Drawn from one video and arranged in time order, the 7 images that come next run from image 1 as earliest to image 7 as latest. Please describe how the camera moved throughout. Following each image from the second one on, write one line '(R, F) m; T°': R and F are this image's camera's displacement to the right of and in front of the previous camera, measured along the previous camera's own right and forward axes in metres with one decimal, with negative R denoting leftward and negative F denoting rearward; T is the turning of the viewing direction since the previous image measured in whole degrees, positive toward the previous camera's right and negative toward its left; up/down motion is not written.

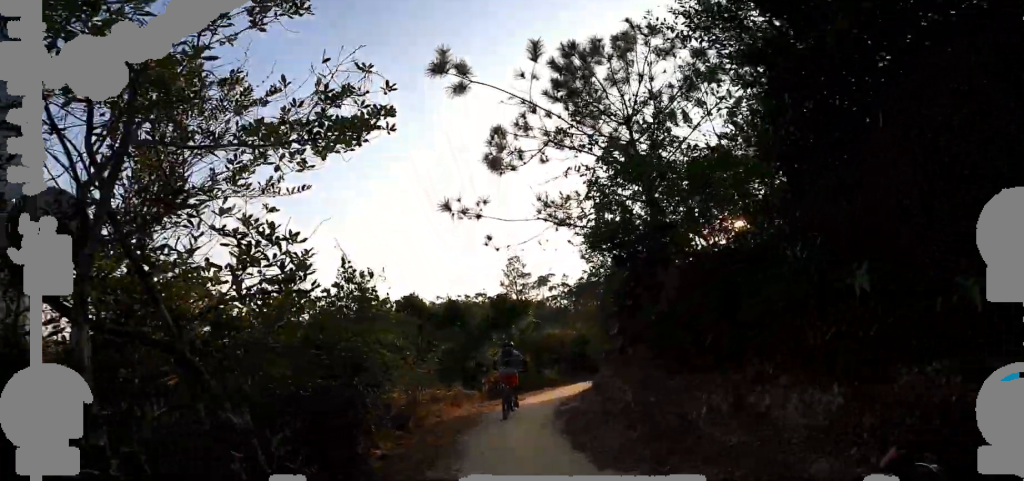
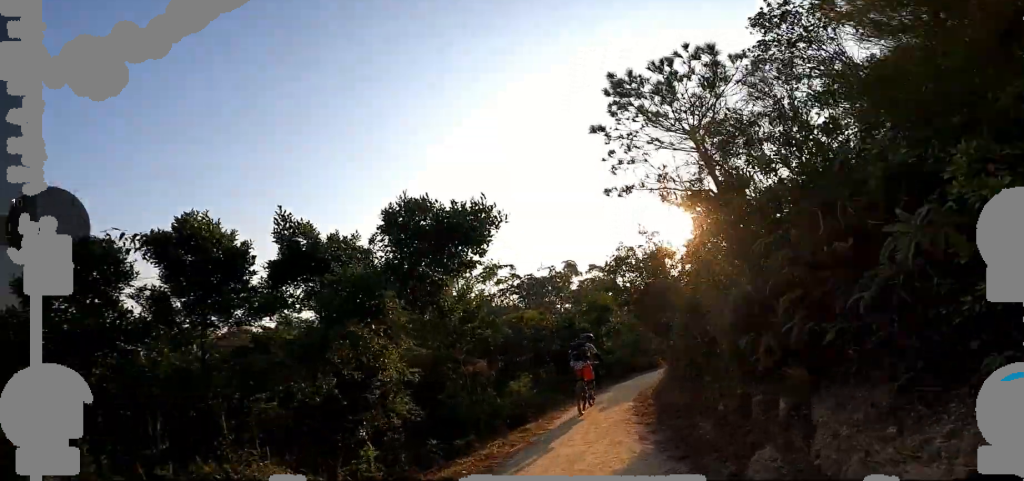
(0.0, +7.9) m; +2°
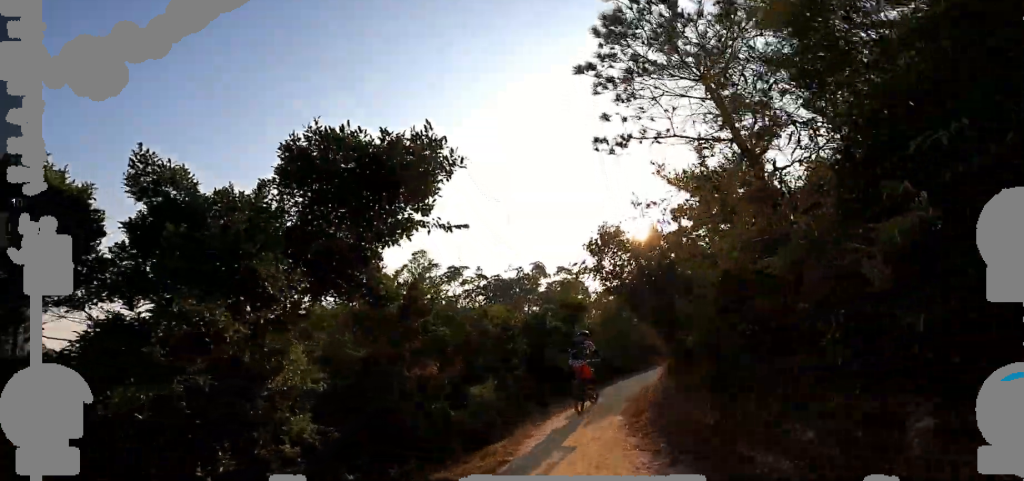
(-0.1, +1.6) m; +7°
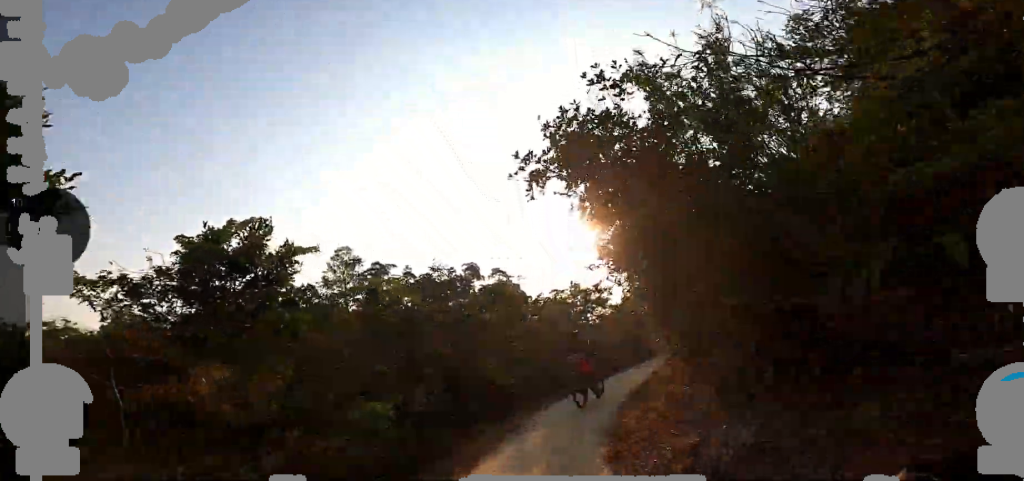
(+0.2, +2.9) m; +9°
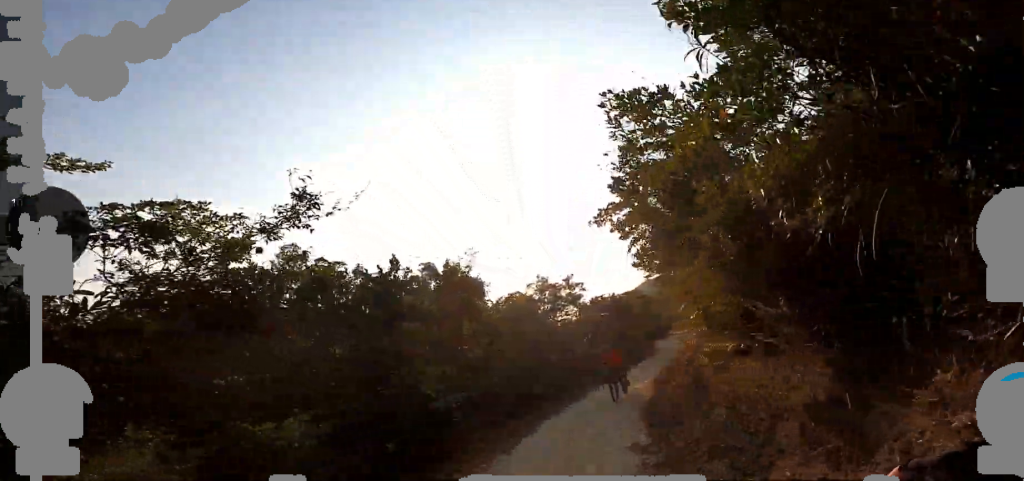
(+0.7, +2.7) m; +3°
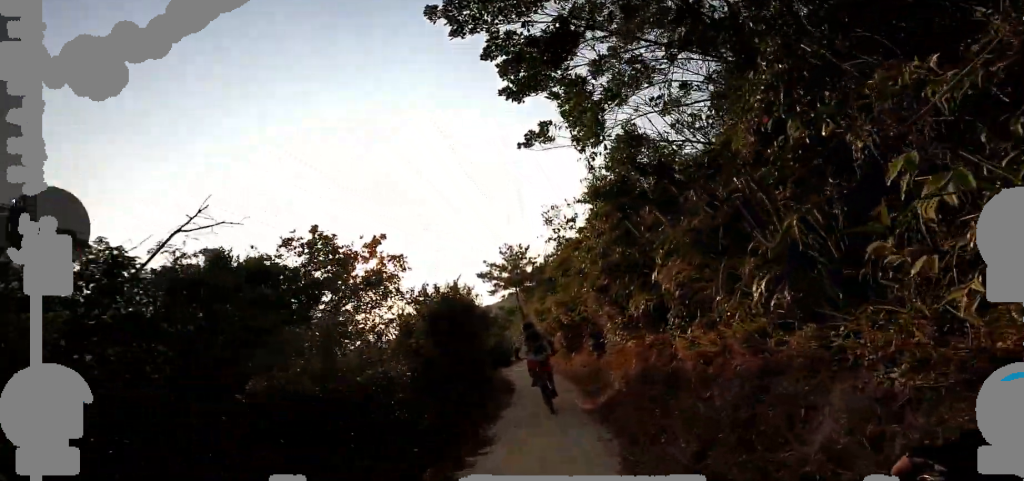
(+0.9, +8.5) m; -11°
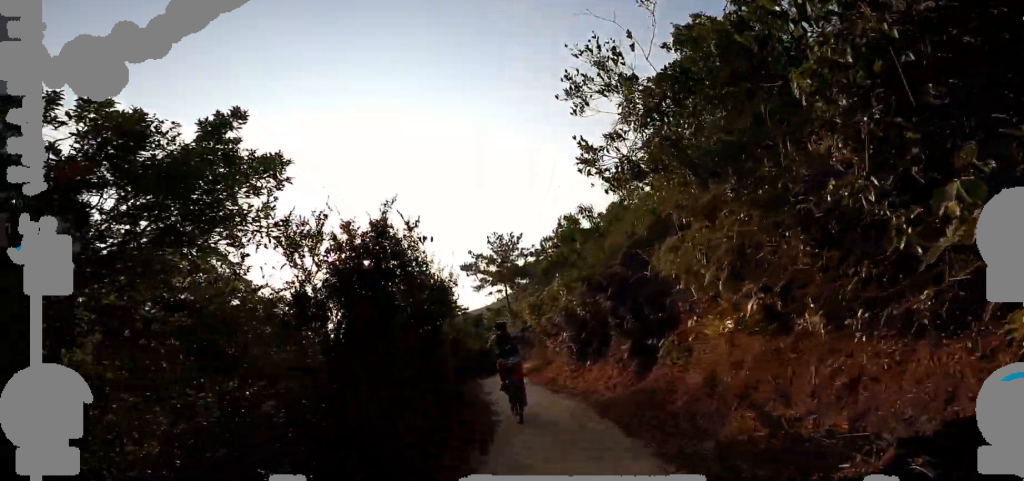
(-2.3, +5.8) m; +2°
